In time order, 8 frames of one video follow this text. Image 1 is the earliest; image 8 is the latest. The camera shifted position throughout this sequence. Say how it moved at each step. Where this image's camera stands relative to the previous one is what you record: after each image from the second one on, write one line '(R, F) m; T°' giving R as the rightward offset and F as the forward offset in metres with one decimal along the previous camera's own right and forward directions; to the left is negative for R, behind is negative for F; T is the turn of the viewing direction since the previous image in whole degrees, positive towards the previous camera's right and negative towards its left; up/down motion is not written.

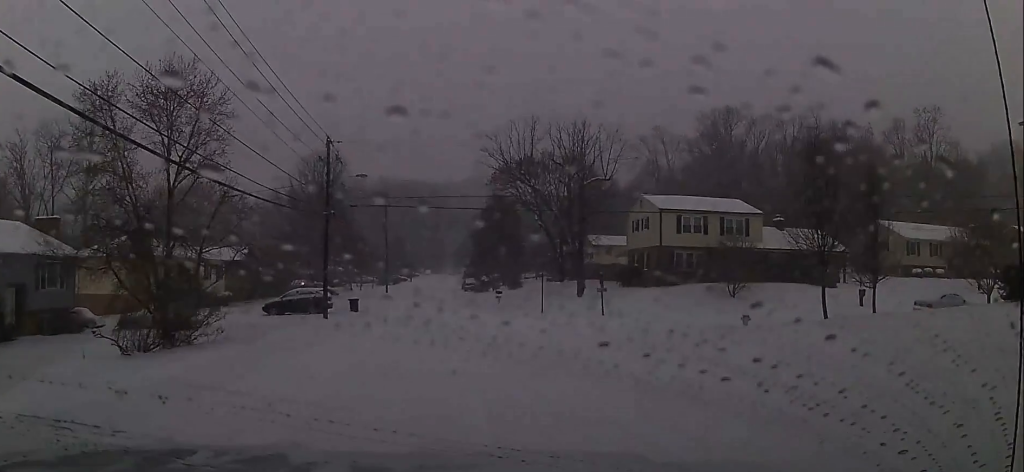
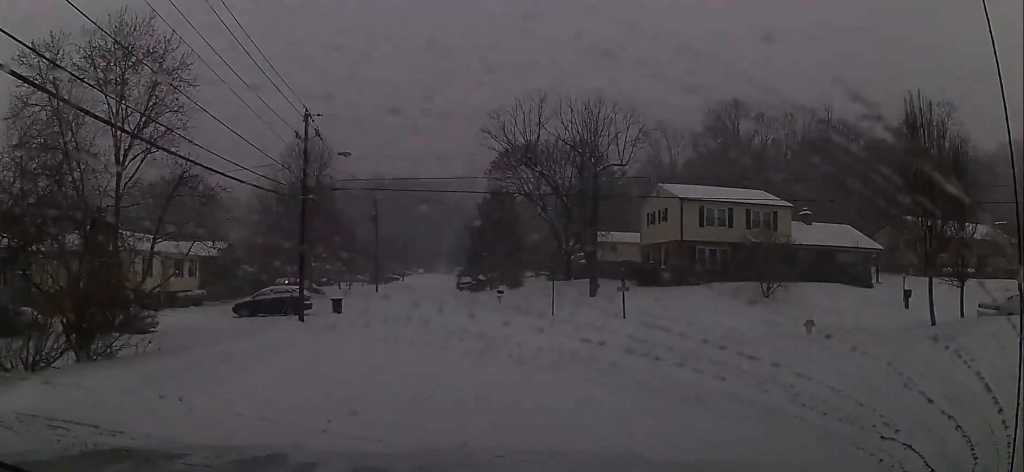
(-0.5, +5.7) m; 0°
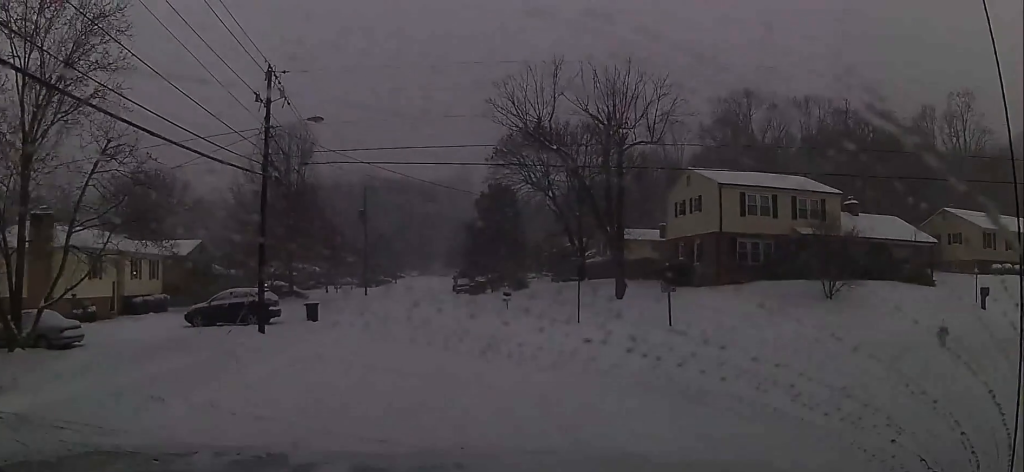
(+0.1, +7.3) m; +1°
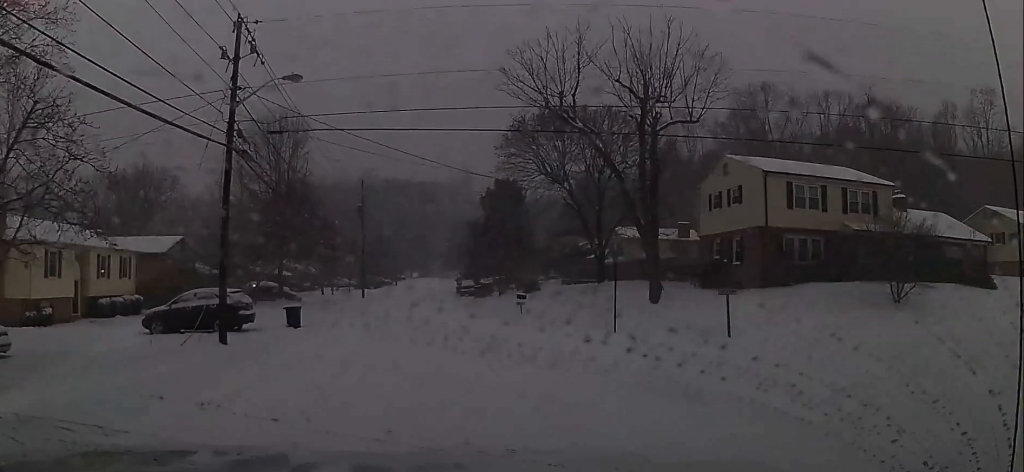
(+0.4, +5.4) m; +1°
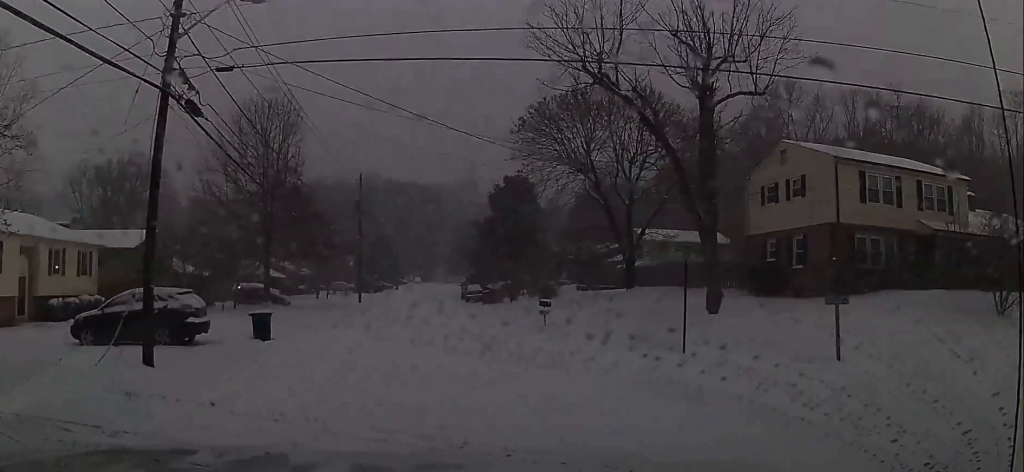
(-0.3, +6.4) m; -2°
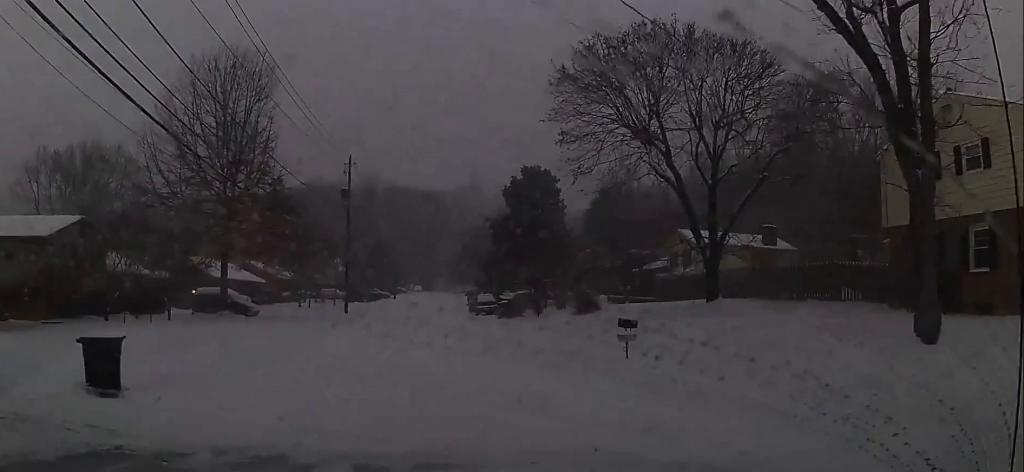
(-0.1, +12.2) m; -1°
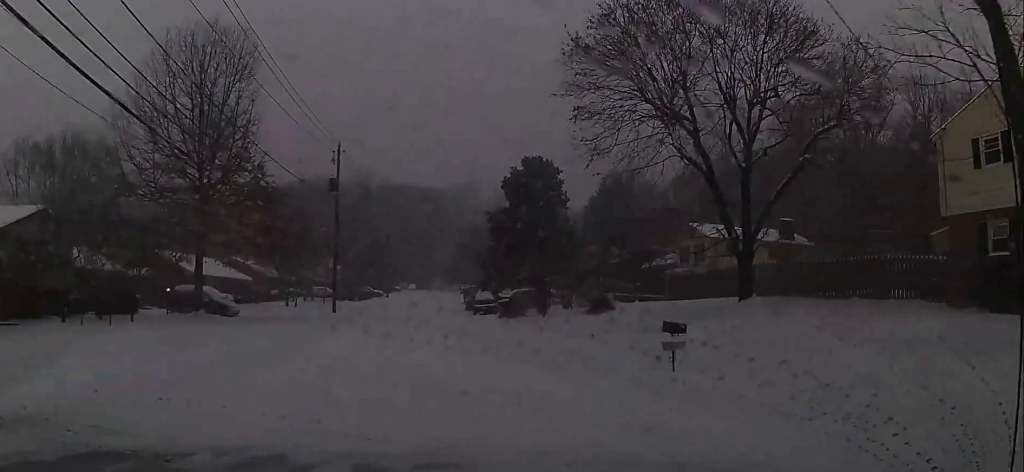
(0.0, +3.8) m; +1°
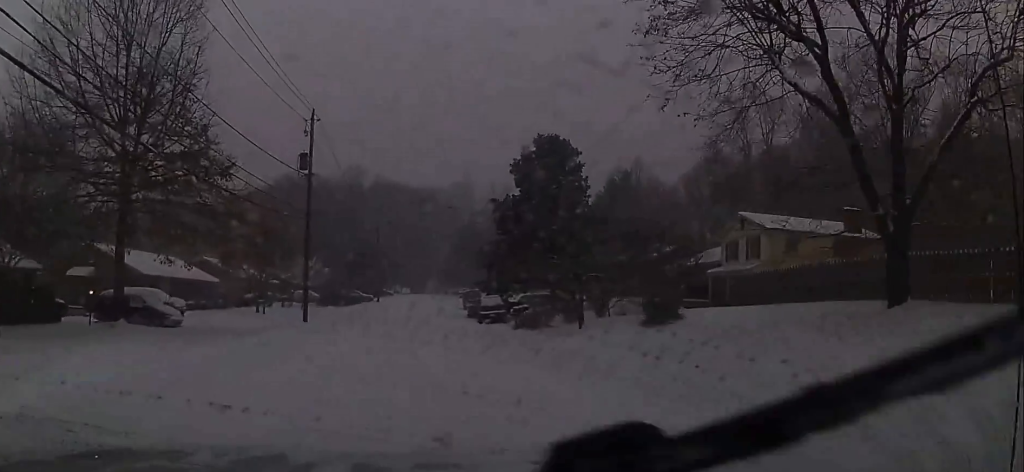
(+0.1, +9.8) m; +2°
